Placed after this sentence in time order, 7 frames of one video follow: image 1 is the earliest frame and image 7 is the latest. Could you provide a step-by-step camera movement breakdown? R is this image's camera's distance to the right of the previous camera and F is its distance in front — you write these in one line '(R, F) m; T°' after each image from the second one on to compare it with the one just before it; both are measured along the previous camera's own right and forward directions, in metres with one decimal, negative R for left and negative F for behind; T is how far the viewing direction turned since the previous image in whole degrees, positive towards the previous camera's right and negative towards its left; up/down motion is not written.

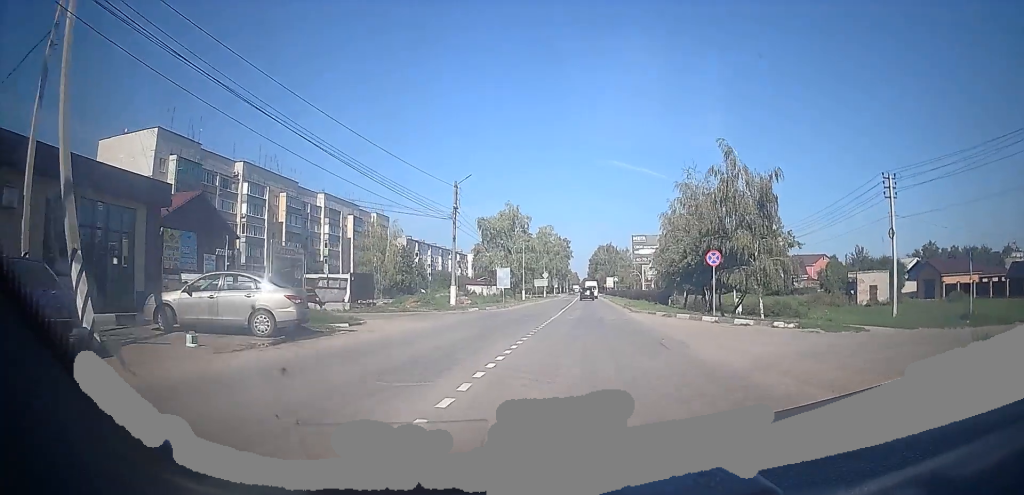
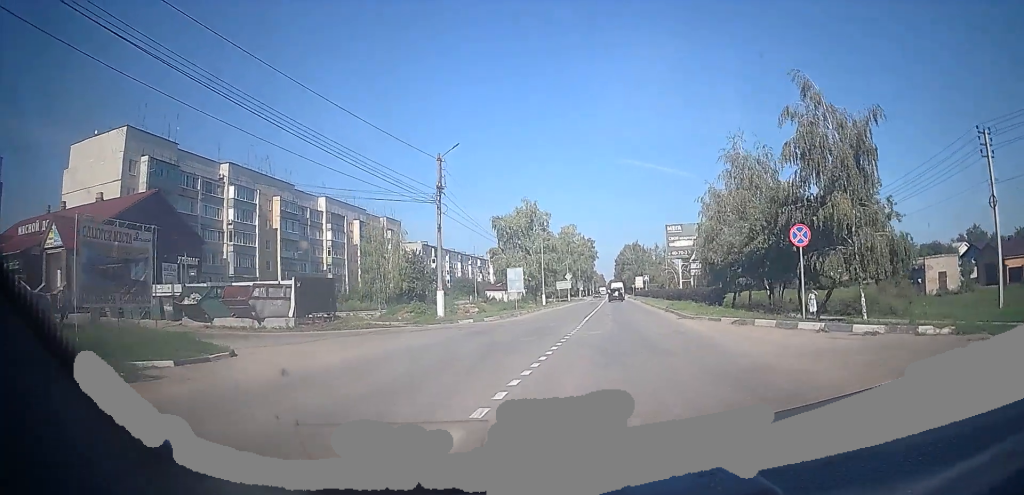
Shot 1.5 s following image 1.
(+0.7, +10.0) m; -1°
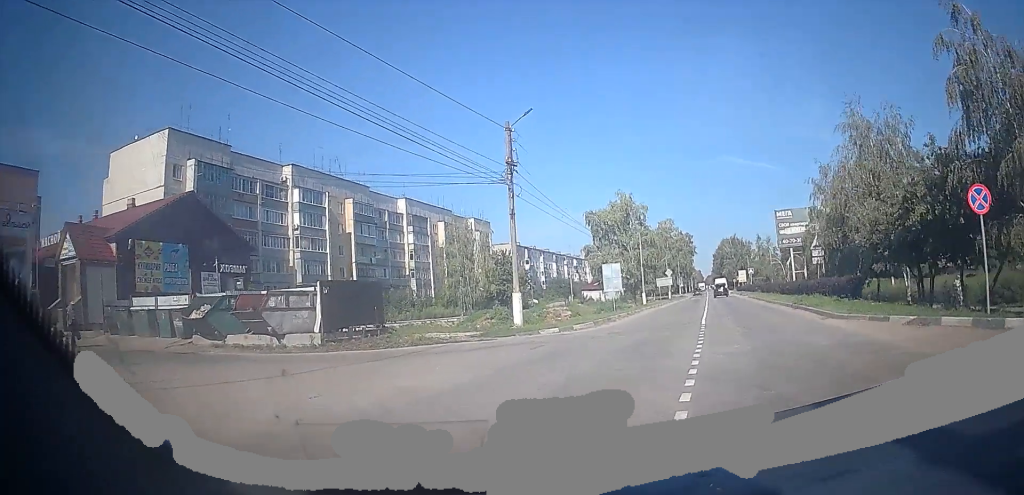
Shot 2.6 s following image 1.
(-0.7, +7.0) m; -13°
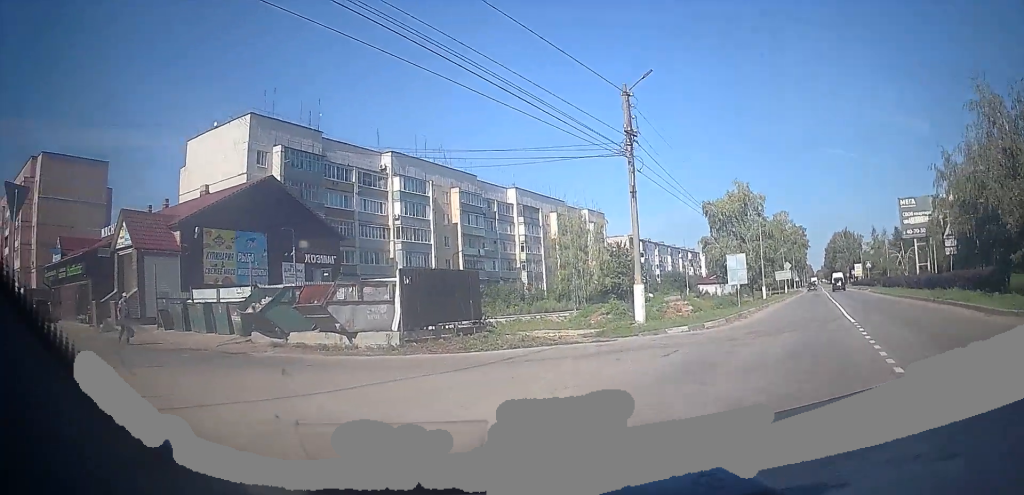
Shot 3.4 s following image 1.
(-0.1, +3.9) m; -14°
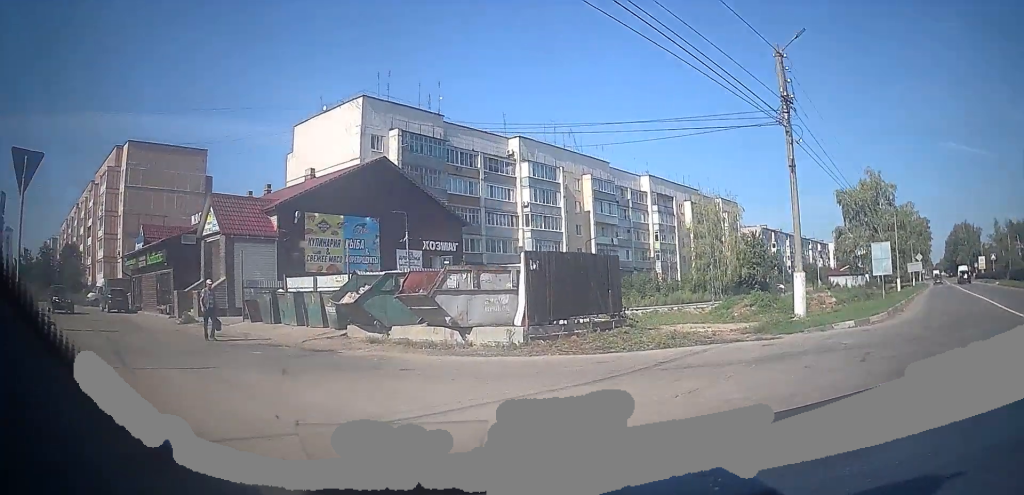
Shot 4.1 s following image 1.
(-0.6, +2.9) m; -15°
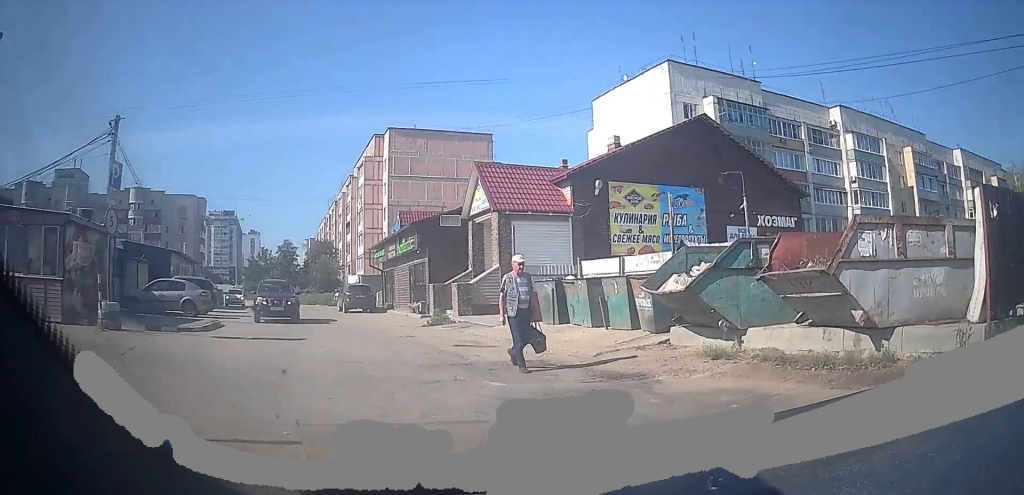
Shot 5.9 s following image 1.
(-2.4, +5.4) m; -32°
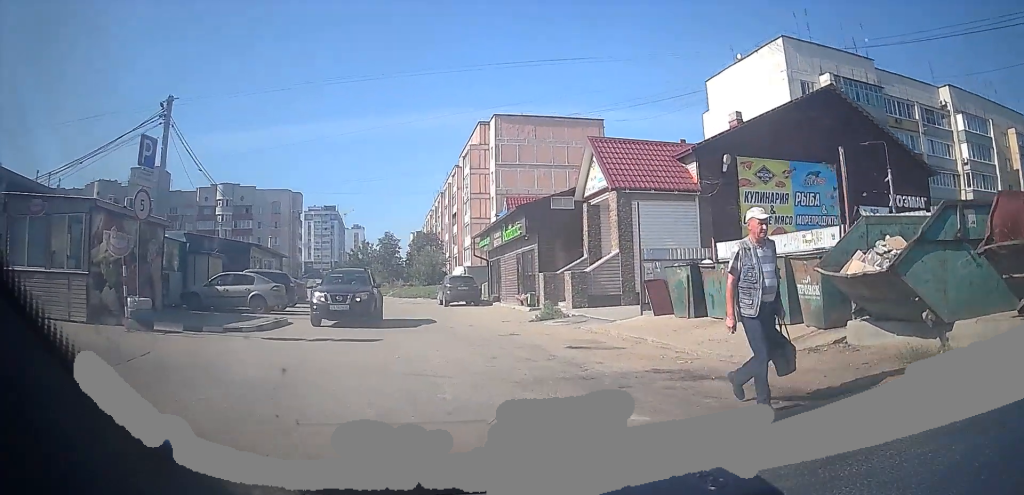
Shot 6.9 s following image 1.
(+0.5, +2.6) m; -4°
